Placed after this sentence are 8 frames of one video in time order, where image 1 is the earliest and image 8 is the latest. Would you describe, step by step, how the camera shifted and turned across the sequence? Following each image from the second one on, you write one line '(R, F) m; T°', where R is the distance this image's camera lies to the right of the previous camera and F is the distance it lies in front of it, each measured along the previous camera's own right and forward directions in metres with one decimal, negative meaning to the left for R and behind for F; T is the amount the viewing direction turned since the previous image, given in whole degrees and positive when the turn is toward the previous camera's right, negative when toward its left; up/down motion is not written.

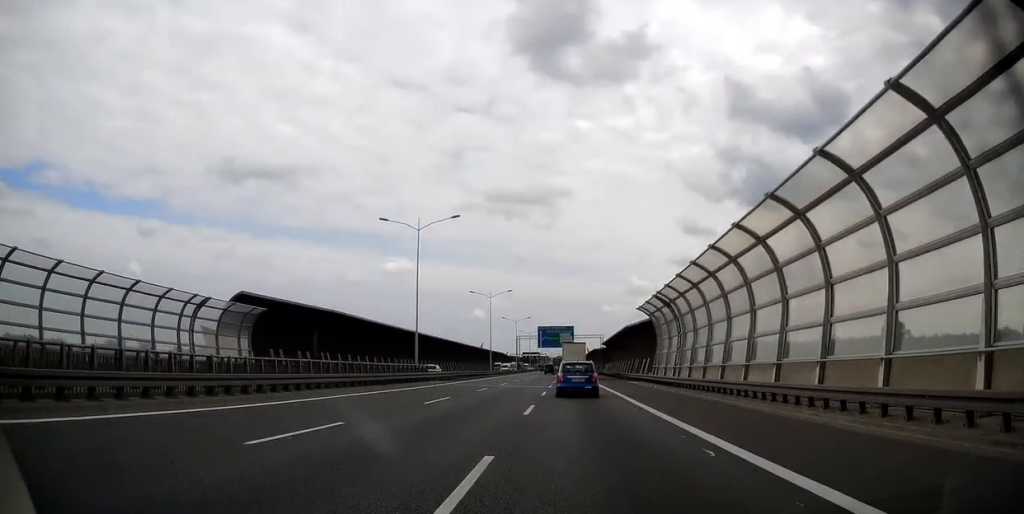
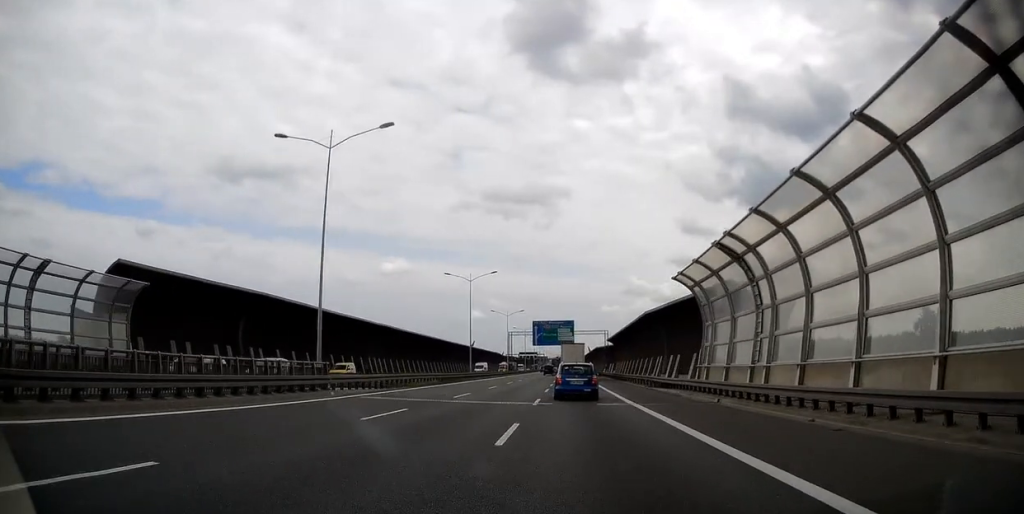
(+0.2, +18.5) m; 0°
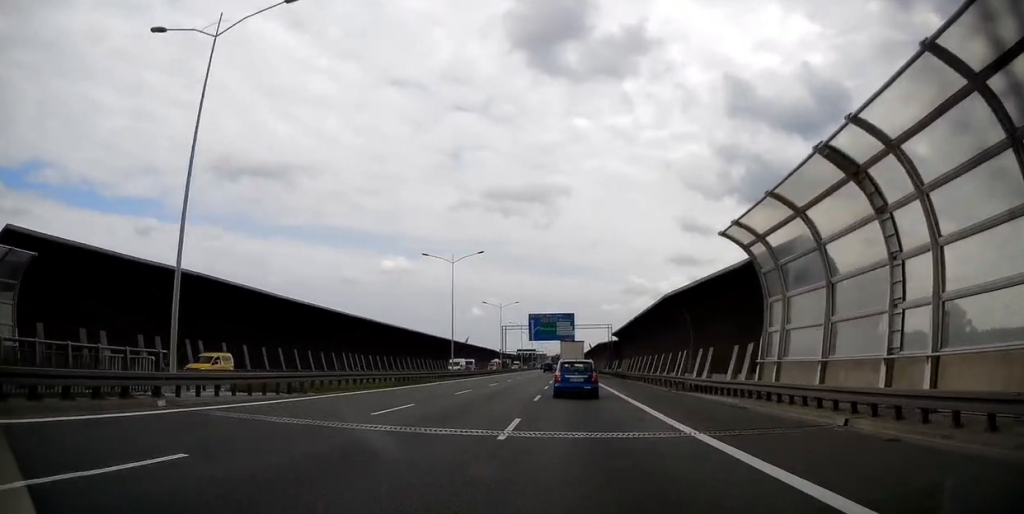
(+0.2, +11.3) m; 0°
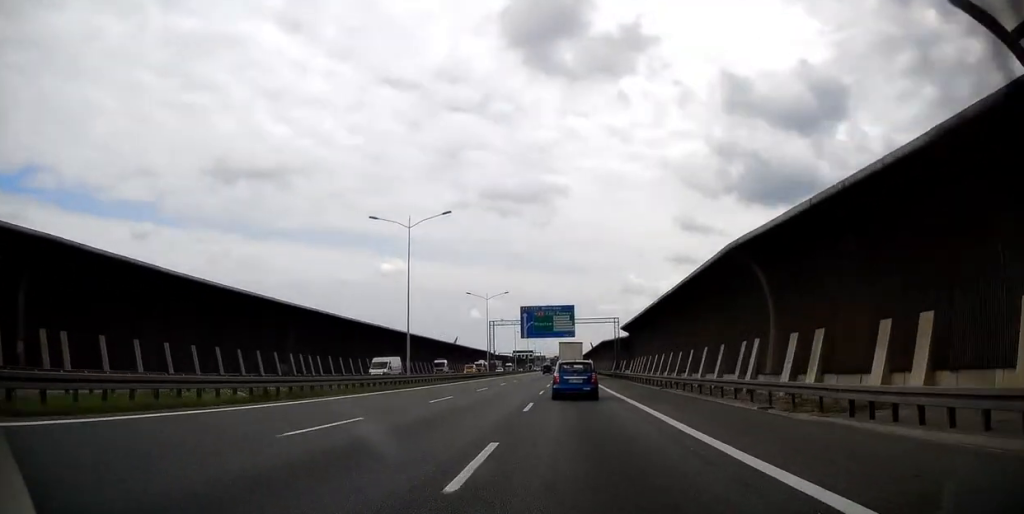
(-0.2, +16.9) m; 0°
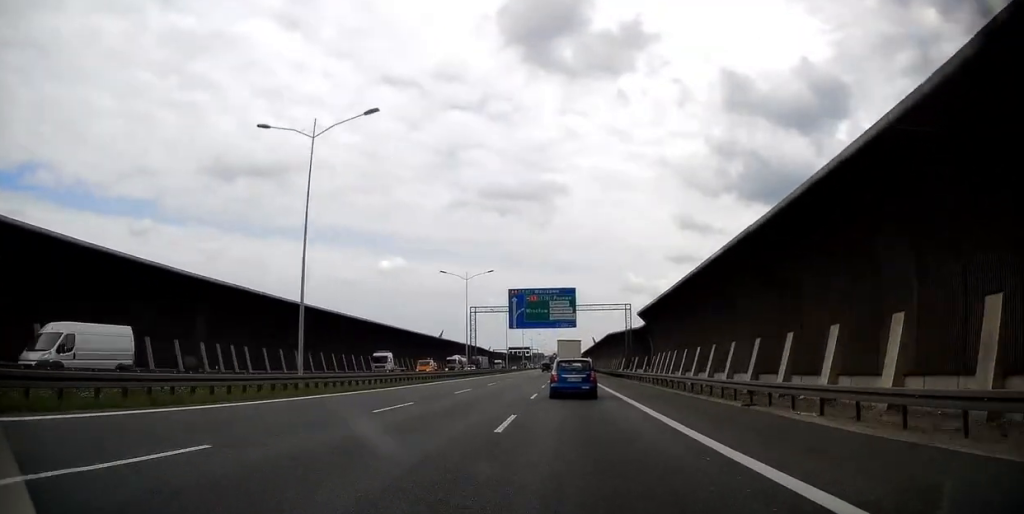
(0.0, +18.5) m; 0°
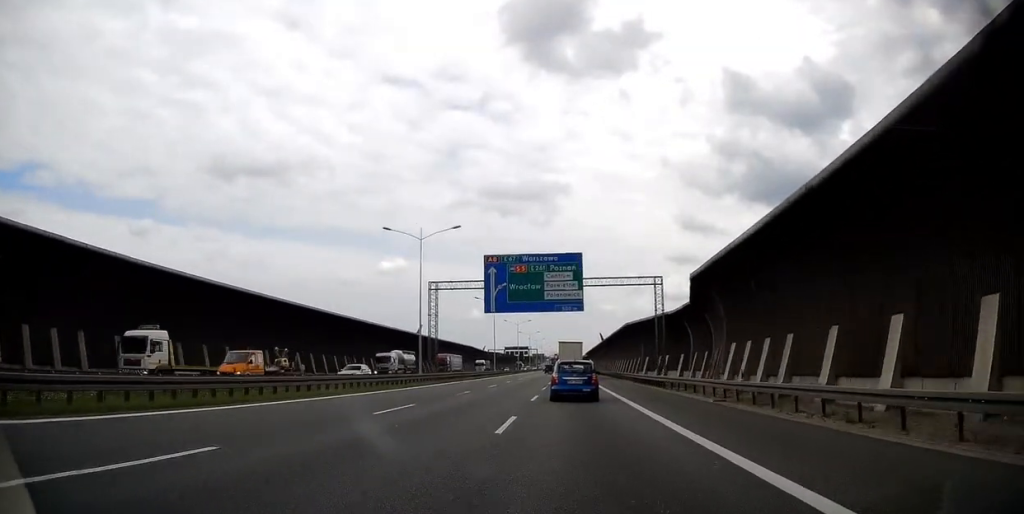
(+0.1, +24.0) m; 0°
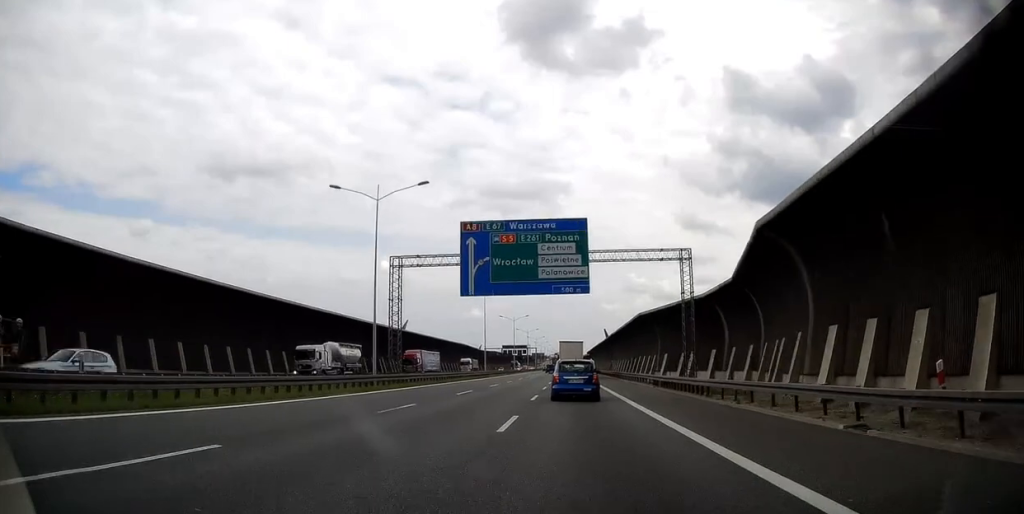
(-0.2, +12.0) m; 0°
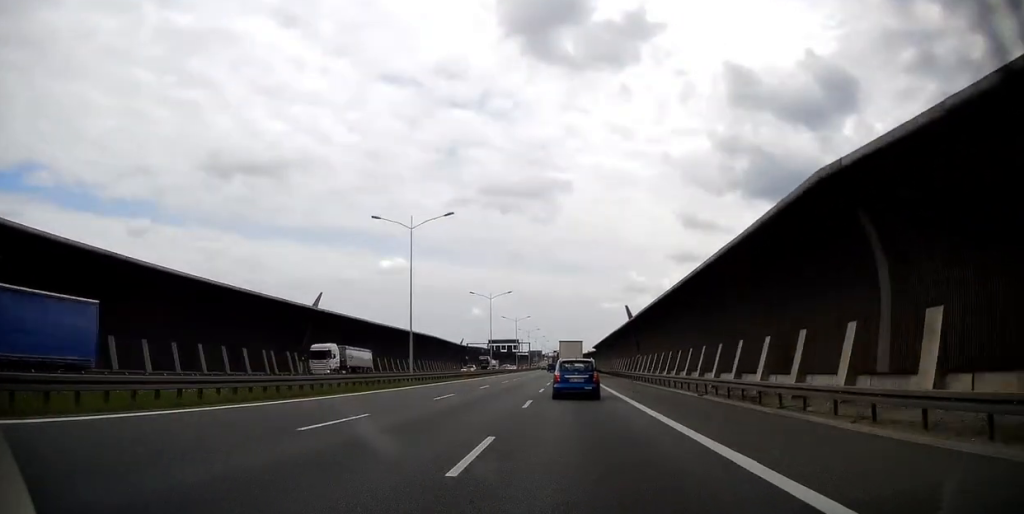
(+0.1, +41.2) m; 0°
